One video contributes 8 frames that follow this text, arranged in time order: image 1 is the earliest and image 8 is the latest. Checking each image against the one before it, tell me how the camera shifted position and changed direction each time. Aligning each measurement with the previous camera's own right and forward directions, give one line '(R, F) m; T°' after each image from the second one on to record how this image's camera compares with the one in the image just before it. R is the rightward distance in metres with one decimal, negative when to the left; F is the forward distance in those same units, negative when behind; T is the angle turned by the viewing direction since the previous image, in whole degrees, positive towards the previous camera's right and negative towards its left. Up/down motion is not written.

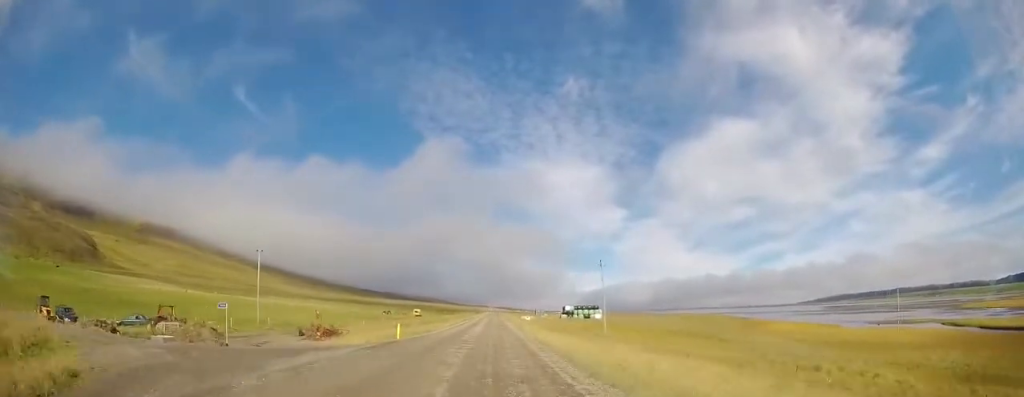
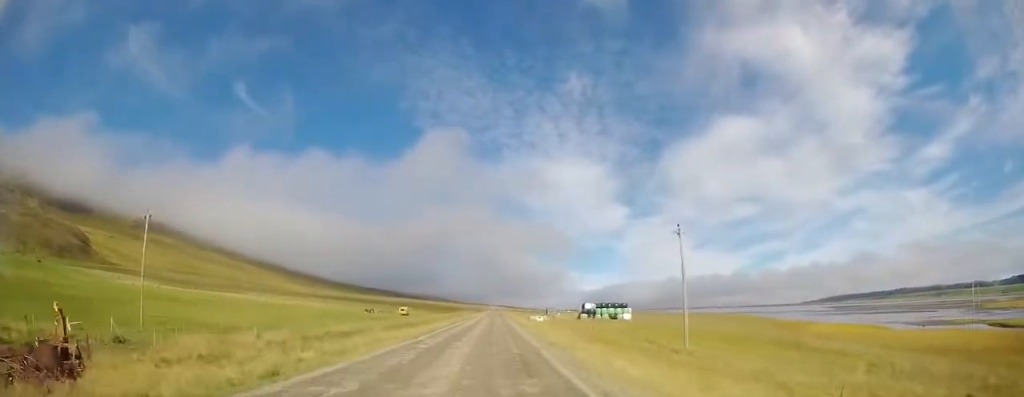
(+0.2, +22.0) m; 0°
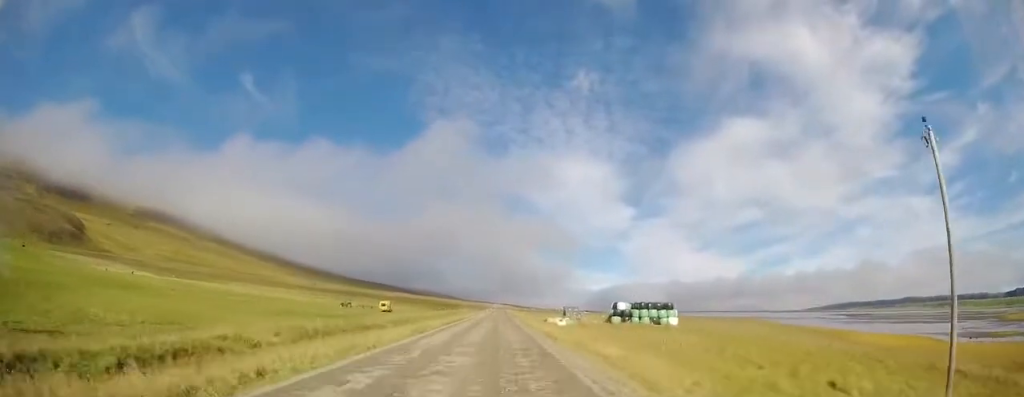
(-0.2, +21.3) m; 0°
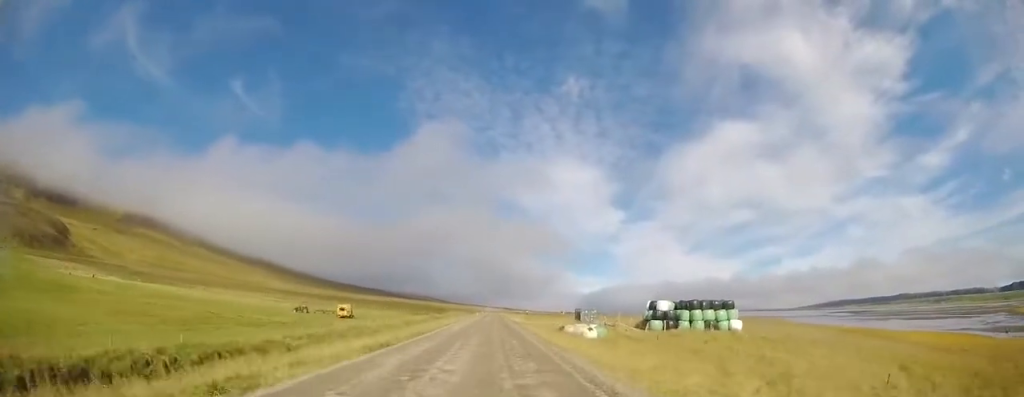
(+0.4, +20.0) m; +2°
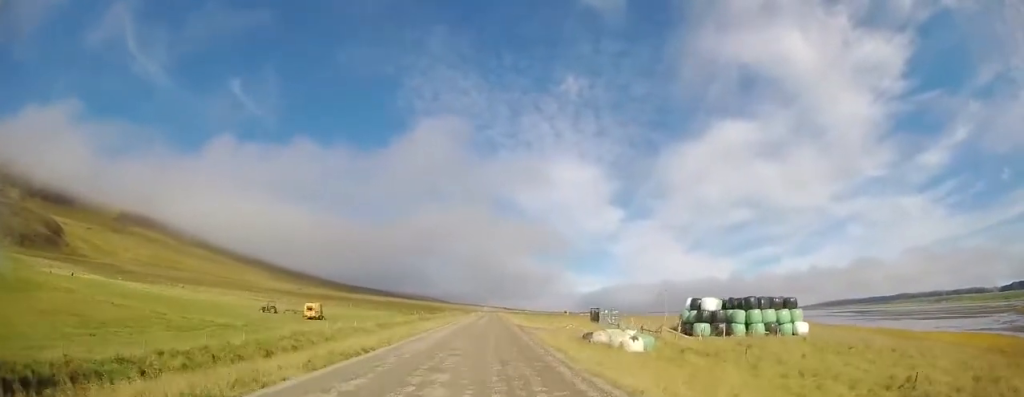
(0.0, +11.7) m; +1°
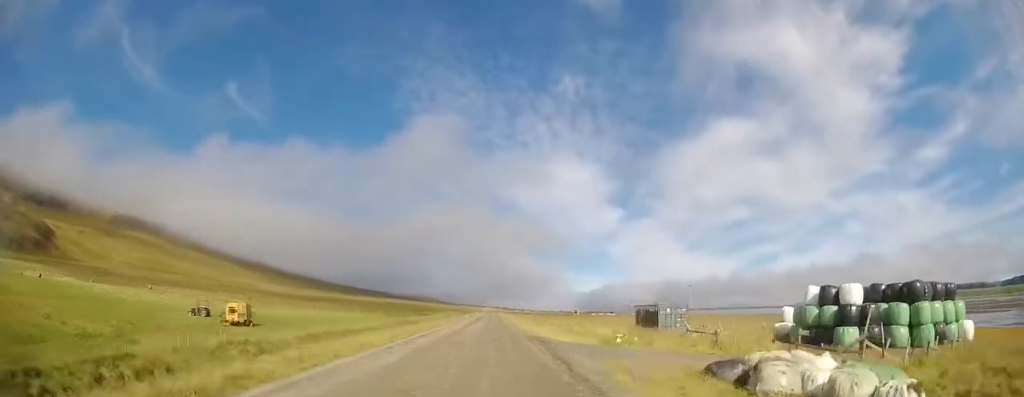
(+0.1, +18.1) m; 0°
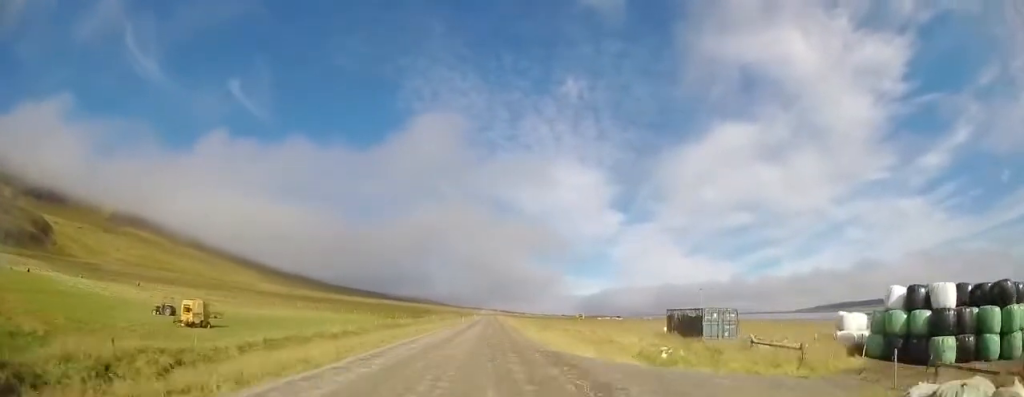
(0.0, +6.9) m; 0°
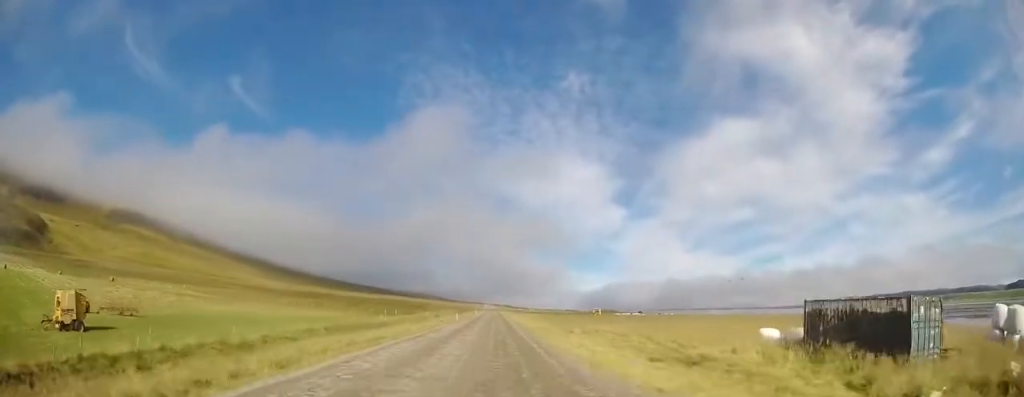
(-0.3, +14.1) m; -2°
